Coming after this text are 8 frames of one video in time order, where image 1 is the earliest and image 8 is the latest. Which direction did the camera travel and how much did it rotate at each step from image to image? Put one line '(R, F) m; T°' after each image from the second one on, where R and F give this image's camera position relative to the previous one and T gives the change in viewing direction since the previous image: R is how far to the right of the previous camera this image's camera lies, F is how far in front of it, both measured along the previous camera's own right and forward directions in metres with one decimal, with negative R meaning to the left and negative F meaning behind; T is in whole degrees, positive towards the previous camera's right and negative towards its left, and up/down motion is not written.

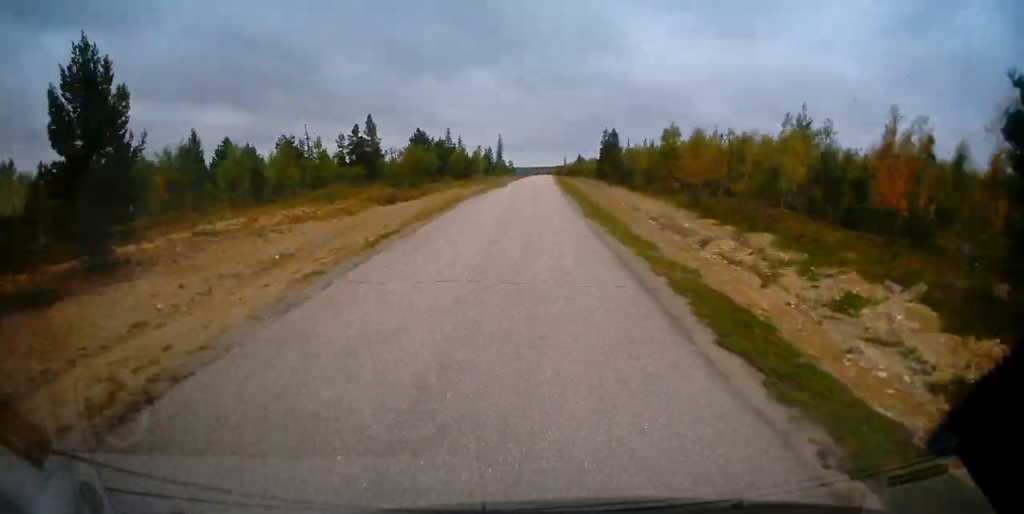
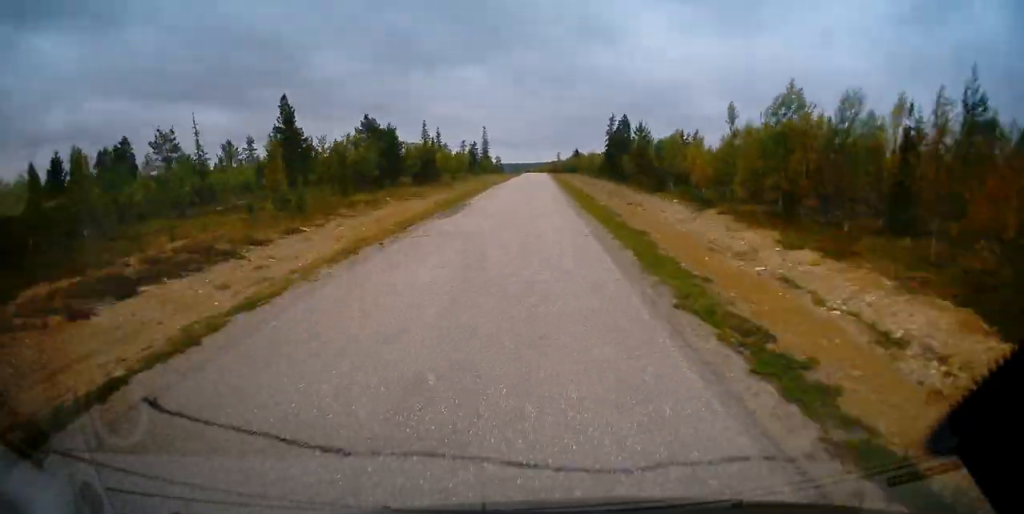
(-0.1, +28.3) m; +1°
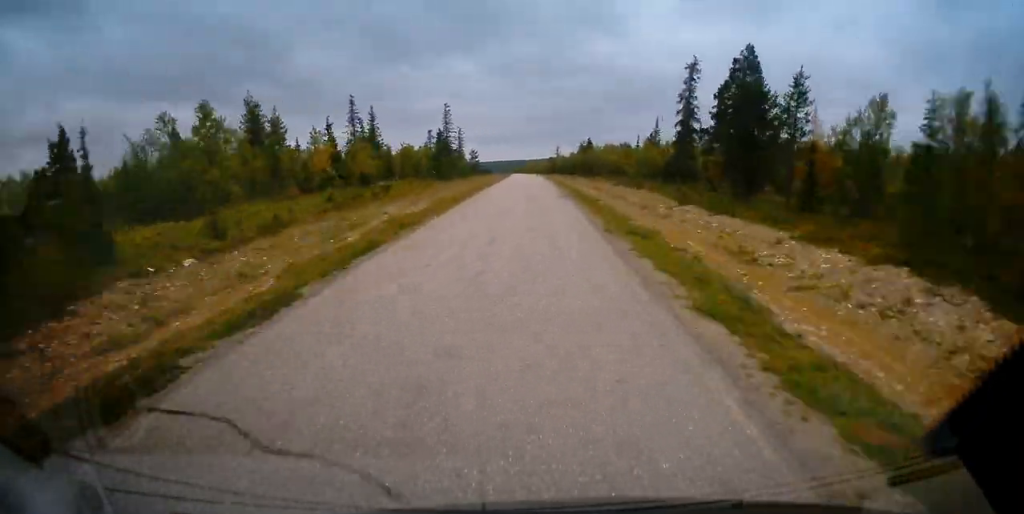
(+1.1, +66.5) m; 0°
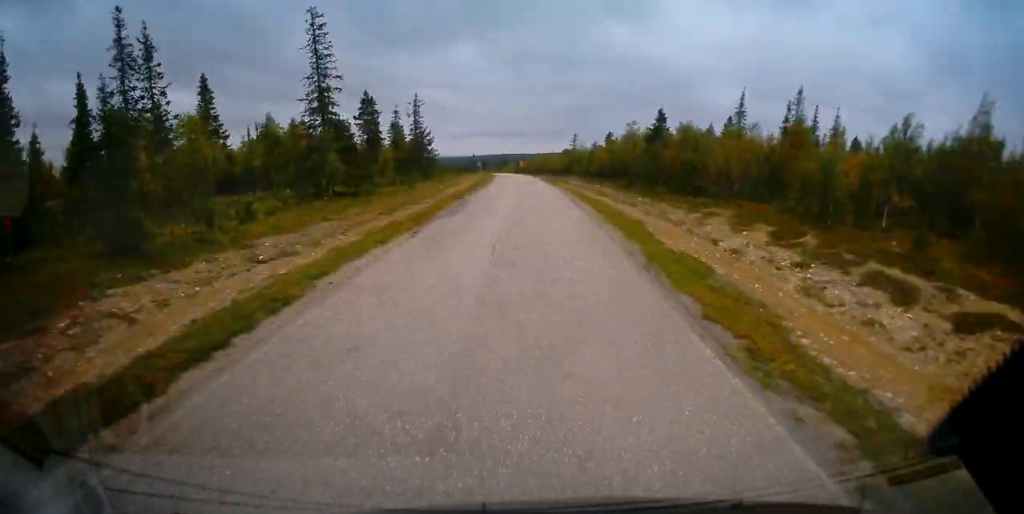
(-0.6, +73.4) m; -1°
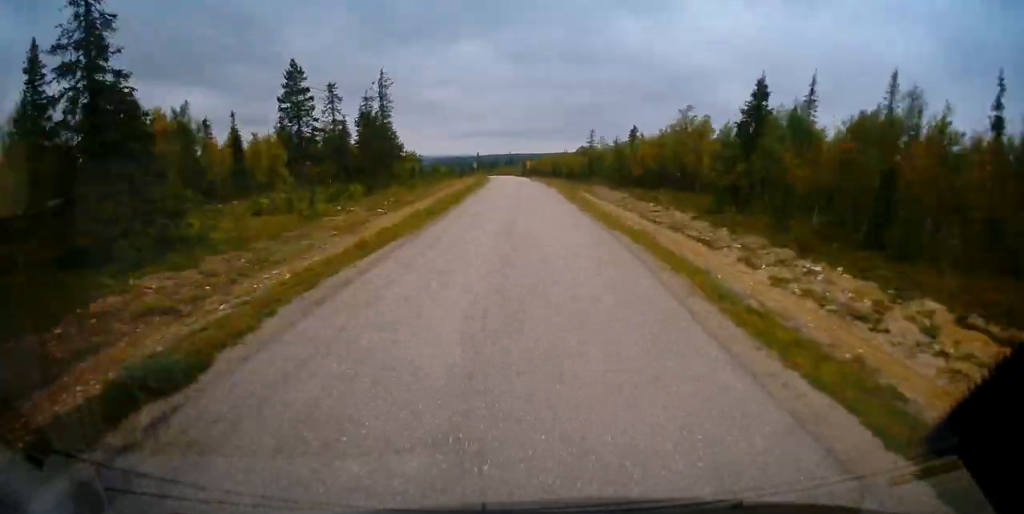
(-0.3, +28.6) m; -1°
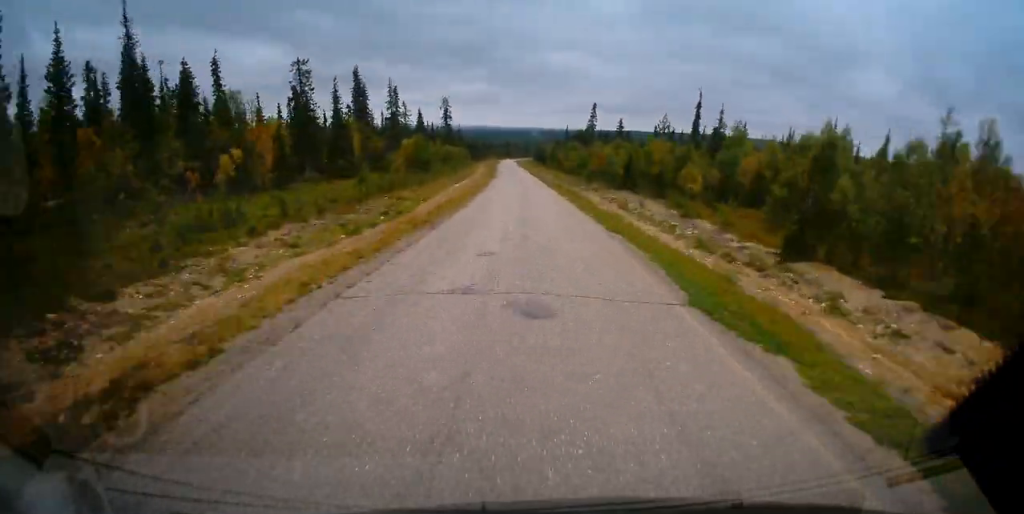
(-16.5, +203.7) m; -10°
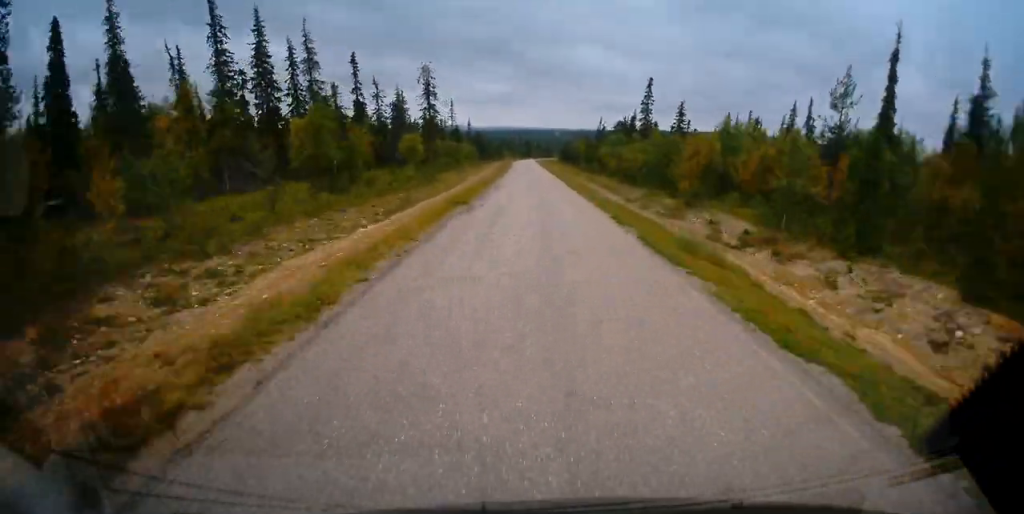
(-1.2, +48.3) m; -1°
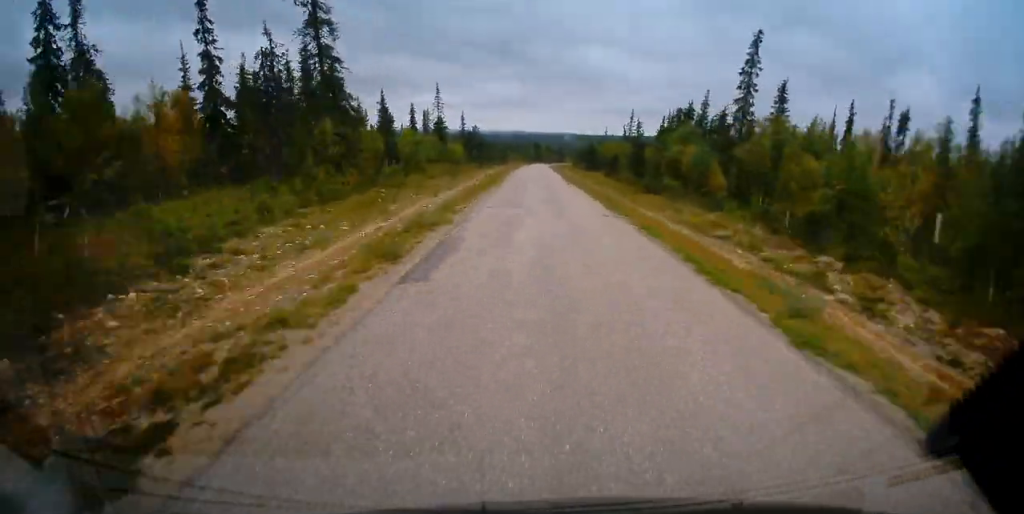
(-0.4, +49.4) m; 0°
